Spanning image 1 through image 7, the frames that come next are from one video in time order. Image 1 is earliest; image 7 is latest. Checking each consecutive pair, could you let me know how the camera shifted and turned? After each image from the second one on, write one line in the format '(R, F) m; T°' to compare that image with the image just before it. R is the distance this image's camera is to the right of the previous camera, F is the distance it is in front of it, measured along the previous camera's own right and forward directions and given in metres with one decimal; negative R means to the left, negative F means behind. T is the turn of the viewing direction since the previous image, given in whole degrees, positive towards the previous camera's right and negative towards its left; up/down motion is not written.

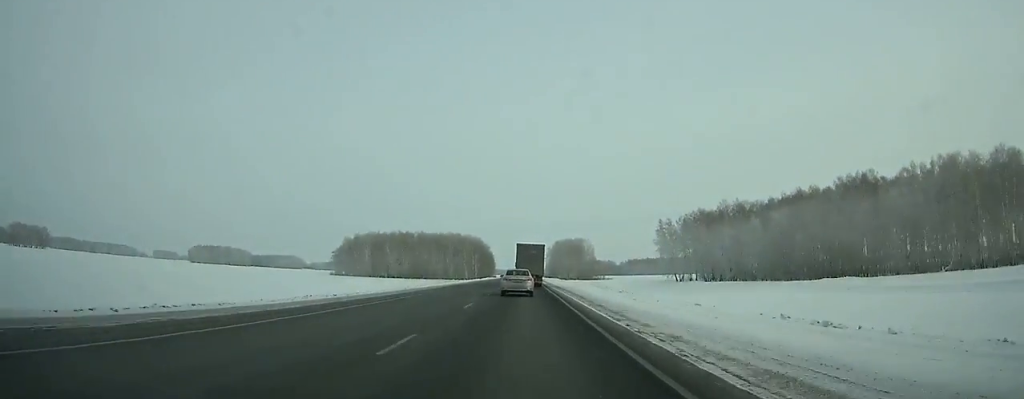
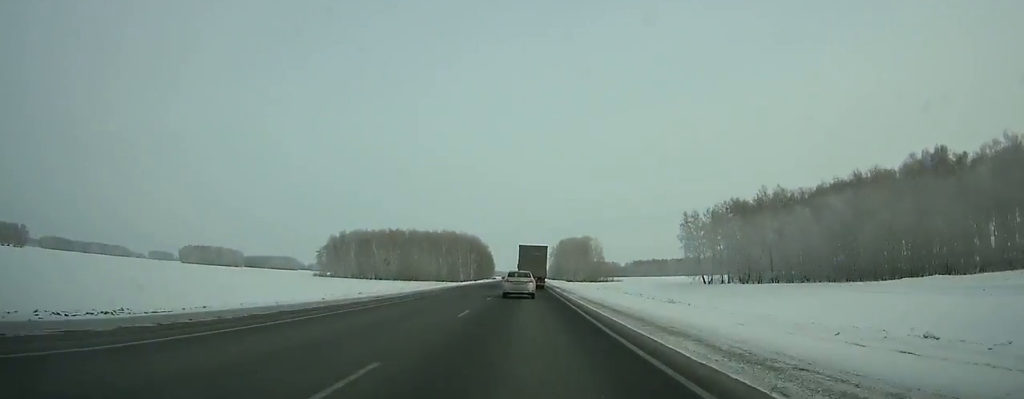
(0.0, +27.9) m; 0°
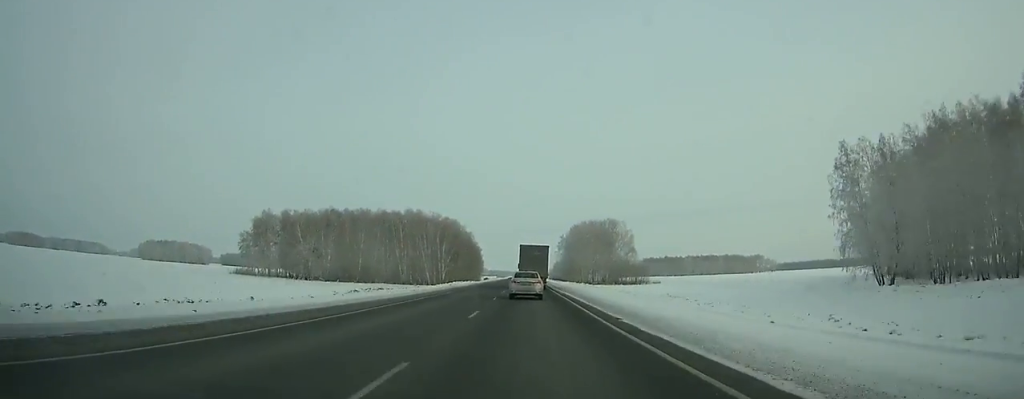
(-0.3, +84.9) m; 0°
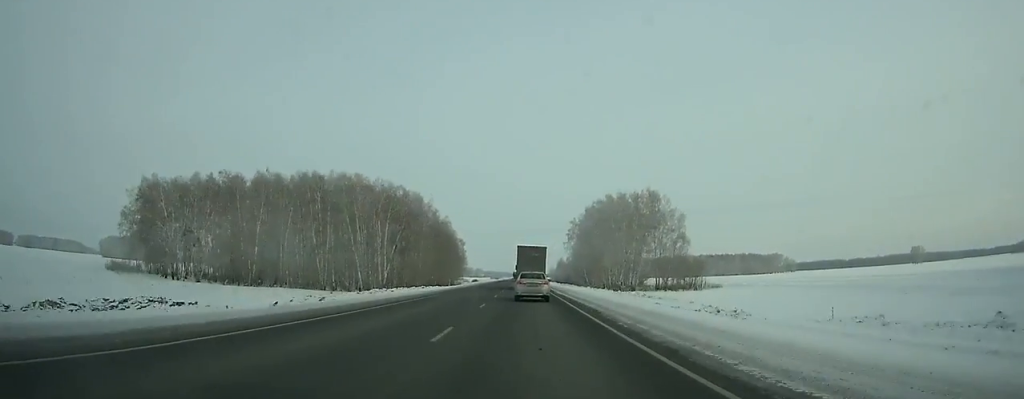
(+0.6, +66.2) m; +1°
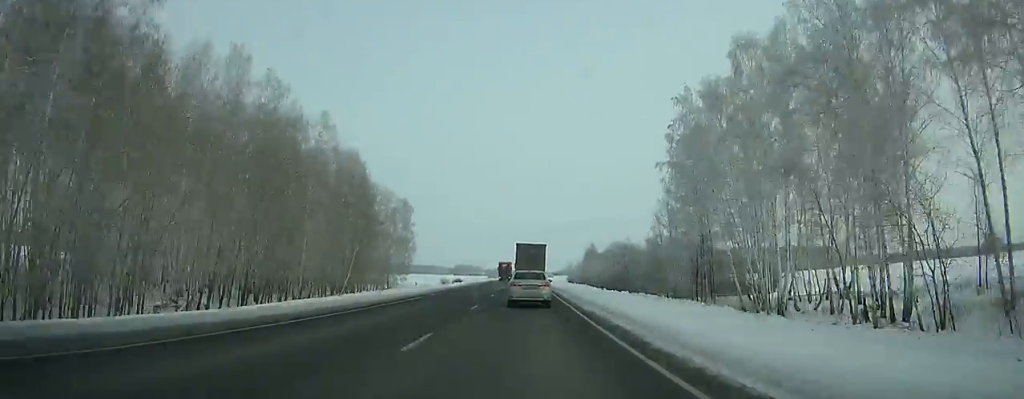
(0.0, +109.3) m; 0°
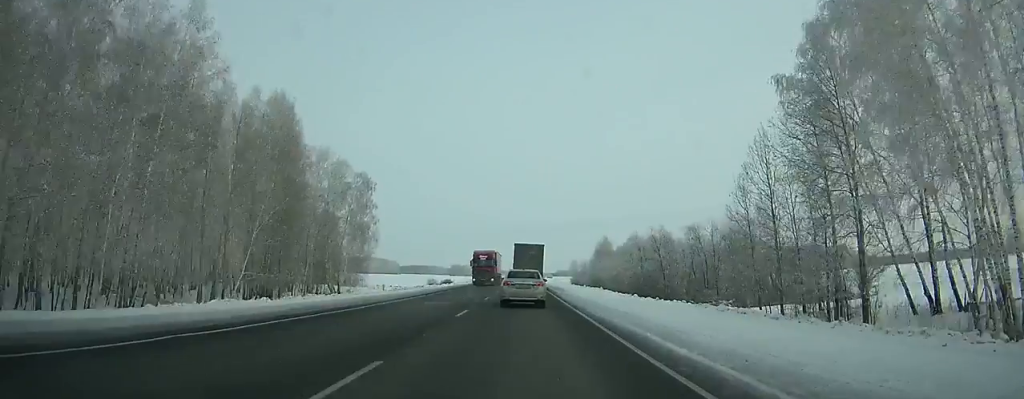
(-0.1, +29.6) m; 0°
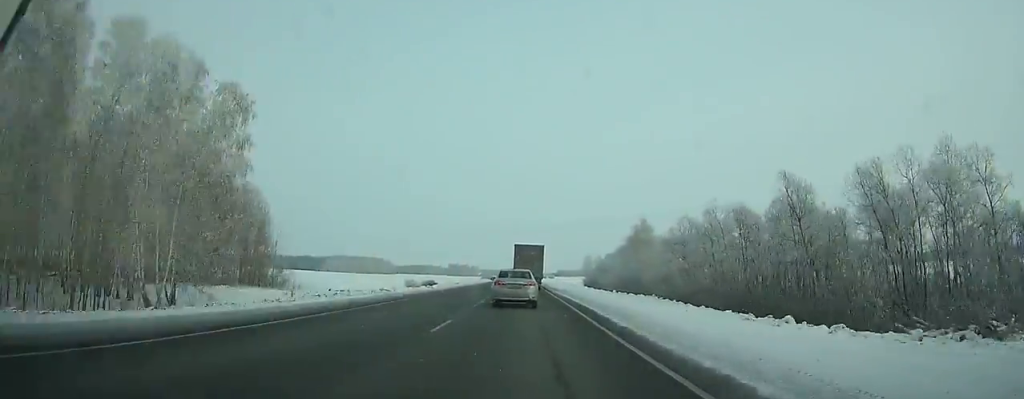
(0.0, +41.0) m; 0°
